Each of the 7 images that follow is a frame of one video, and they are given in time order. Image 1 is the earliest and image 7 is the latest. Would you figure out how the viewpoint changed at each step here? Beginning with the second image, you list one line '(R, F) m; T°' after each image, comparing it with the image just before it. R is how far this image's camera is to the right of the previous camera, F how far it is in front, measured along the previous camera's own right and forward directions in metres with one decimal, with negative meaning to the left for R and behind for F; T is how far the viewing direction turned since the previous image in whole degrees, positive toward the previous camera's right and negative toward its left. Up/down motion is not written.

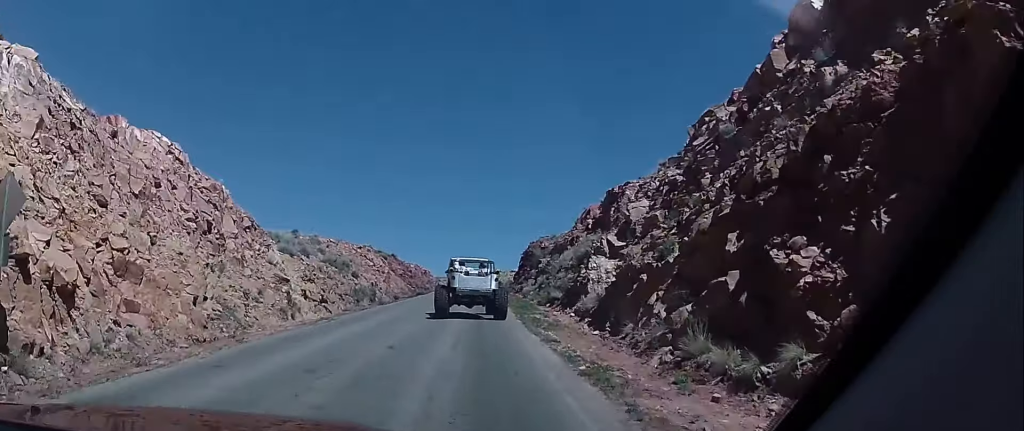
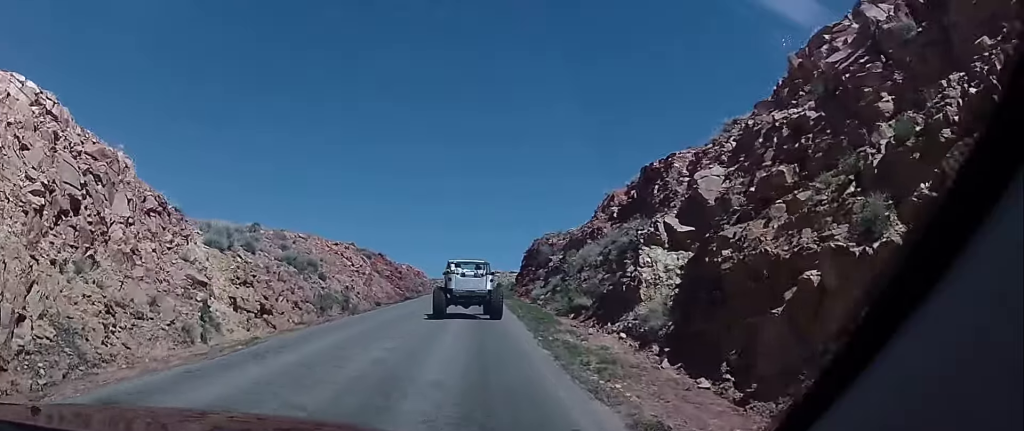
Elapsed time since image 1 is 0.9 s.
(-0.1, +9.0) m; -1°
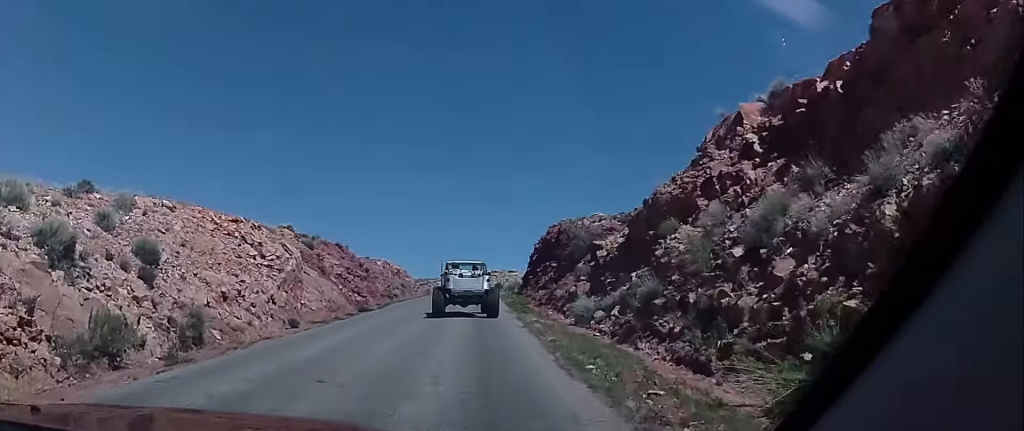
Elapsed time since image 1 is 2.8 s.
(+0.1, +19.7) m; +1°
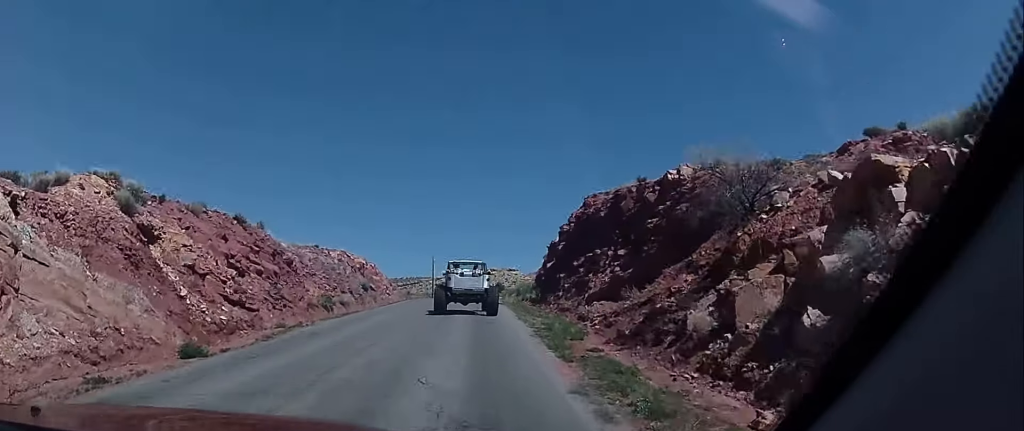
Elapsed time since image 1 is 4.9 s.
(+0.6, +21.6) m; +1°
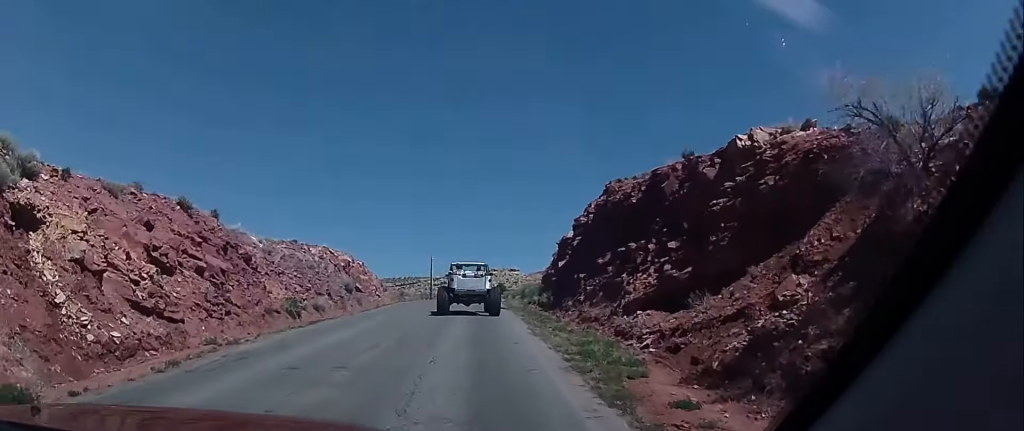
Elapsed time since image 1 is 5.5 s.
(-0.2, +6.2) m; 0°
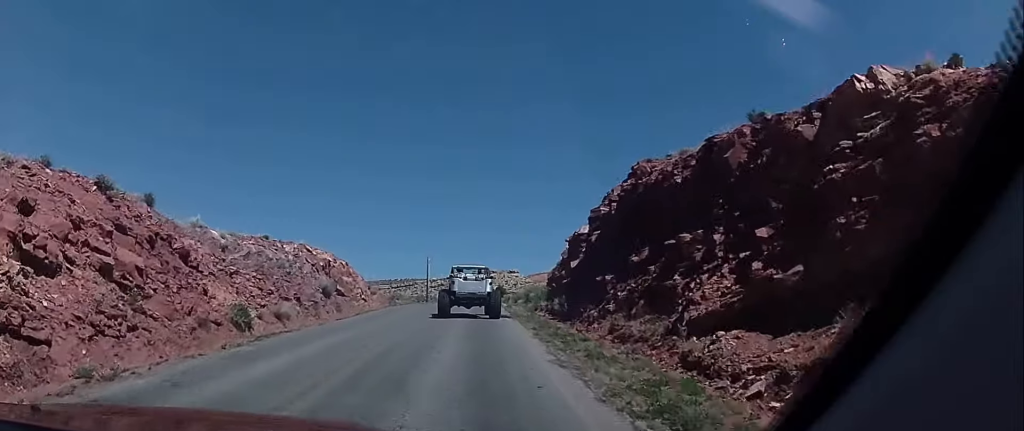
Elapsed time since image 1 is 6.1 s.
(+0.1, +5.8) m; +1°
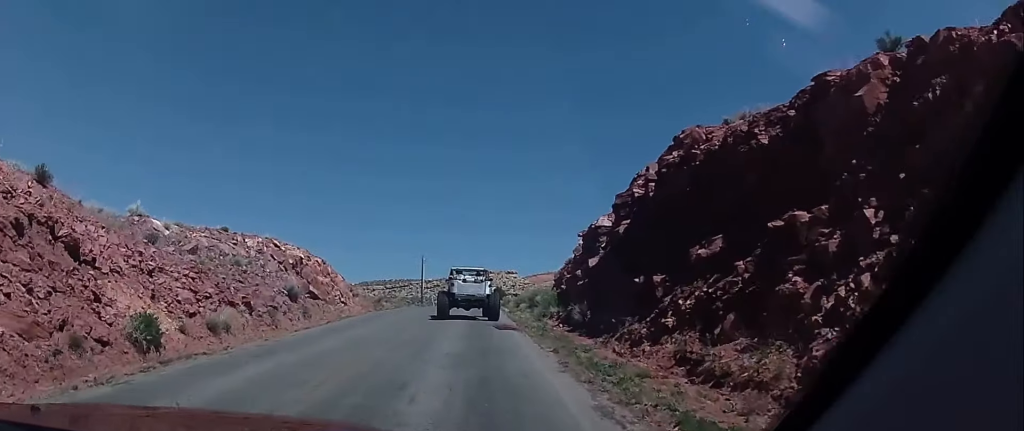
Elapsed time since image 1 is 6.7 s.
(+0.1, +6.2) m; +1°
